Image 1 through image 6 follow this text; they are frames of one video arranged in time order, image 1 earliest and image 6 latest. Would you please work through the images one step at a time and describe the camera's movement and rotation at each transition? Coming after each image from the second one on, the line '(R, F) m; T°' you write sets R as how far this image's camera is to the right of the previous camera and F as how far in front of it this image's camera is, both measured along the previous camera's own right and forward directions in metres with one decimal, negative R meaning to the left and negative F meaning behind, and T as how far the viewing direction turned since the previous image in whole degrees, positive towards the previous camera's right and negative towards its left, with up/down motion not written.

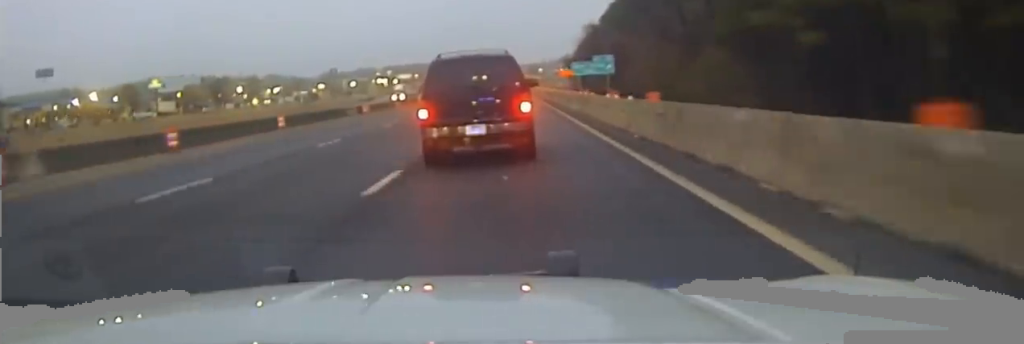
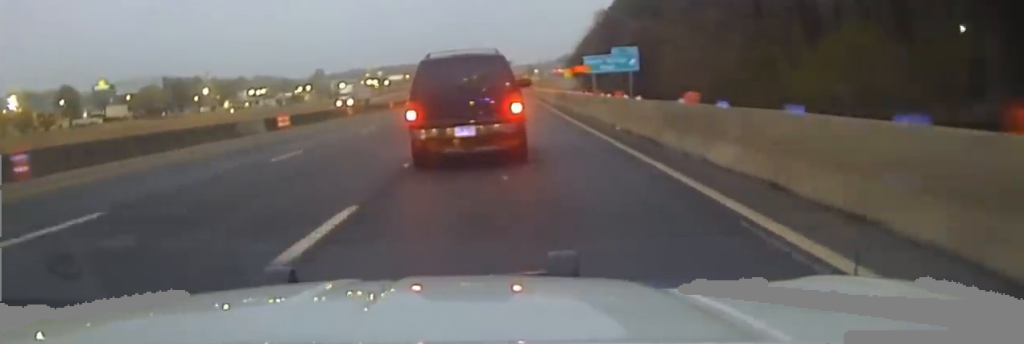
(+0.3, +29.1) m; +1°
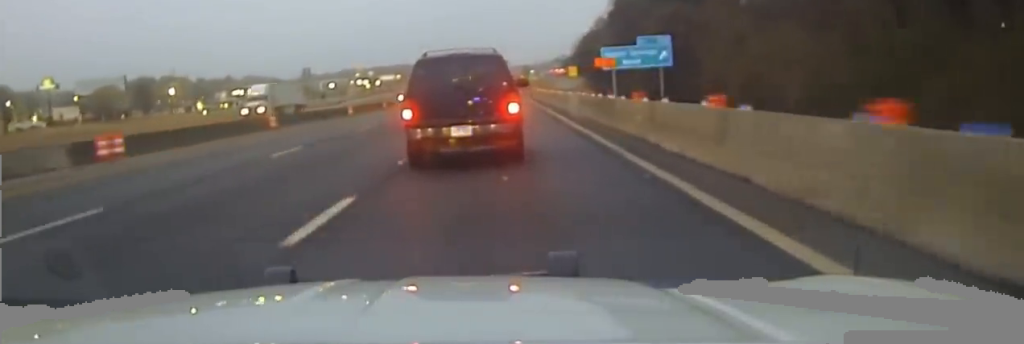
(0.0, +23.0) m; 0°
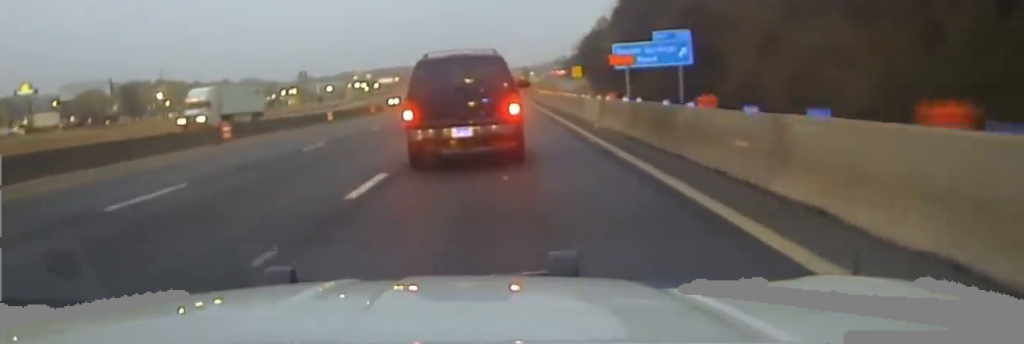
(0.0, +9.7) m; 0°
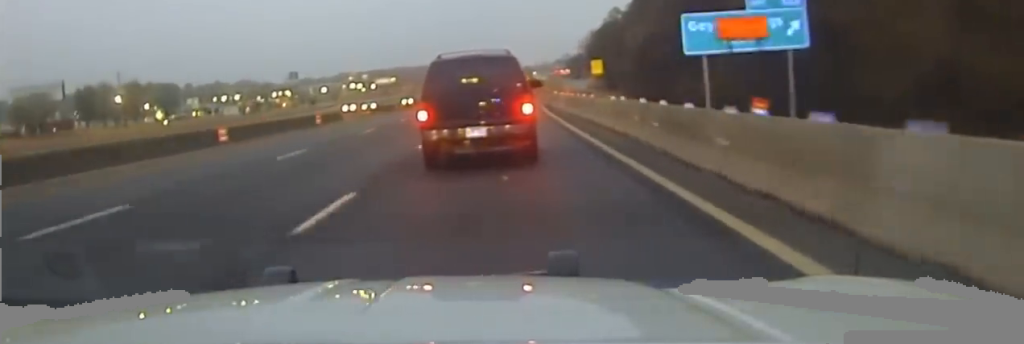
(0.0, +27.4) m; 0°
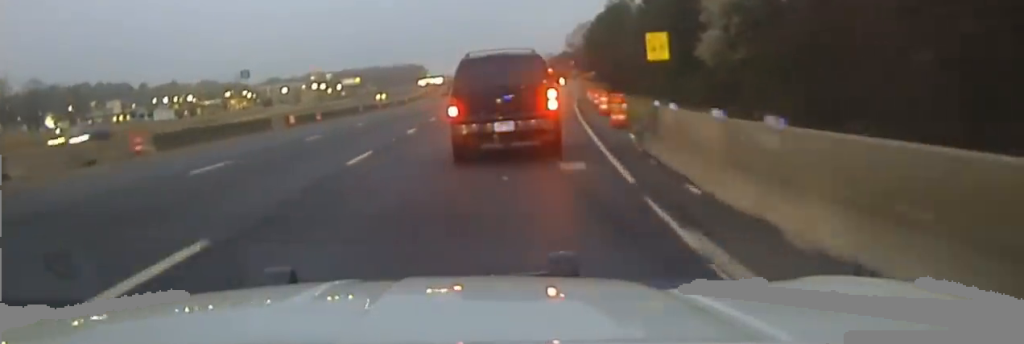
(+0.6, +52.8) m; +1°
